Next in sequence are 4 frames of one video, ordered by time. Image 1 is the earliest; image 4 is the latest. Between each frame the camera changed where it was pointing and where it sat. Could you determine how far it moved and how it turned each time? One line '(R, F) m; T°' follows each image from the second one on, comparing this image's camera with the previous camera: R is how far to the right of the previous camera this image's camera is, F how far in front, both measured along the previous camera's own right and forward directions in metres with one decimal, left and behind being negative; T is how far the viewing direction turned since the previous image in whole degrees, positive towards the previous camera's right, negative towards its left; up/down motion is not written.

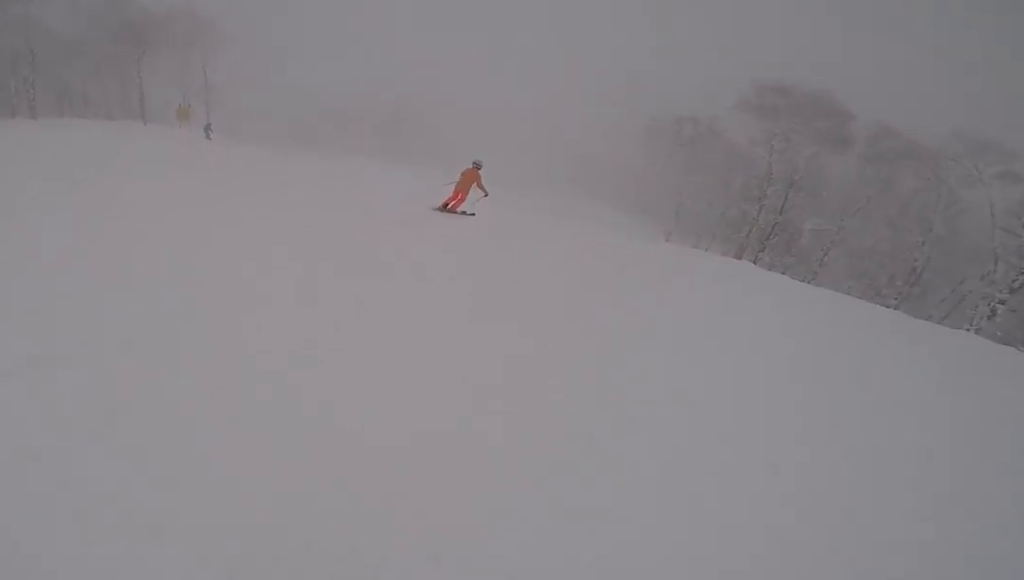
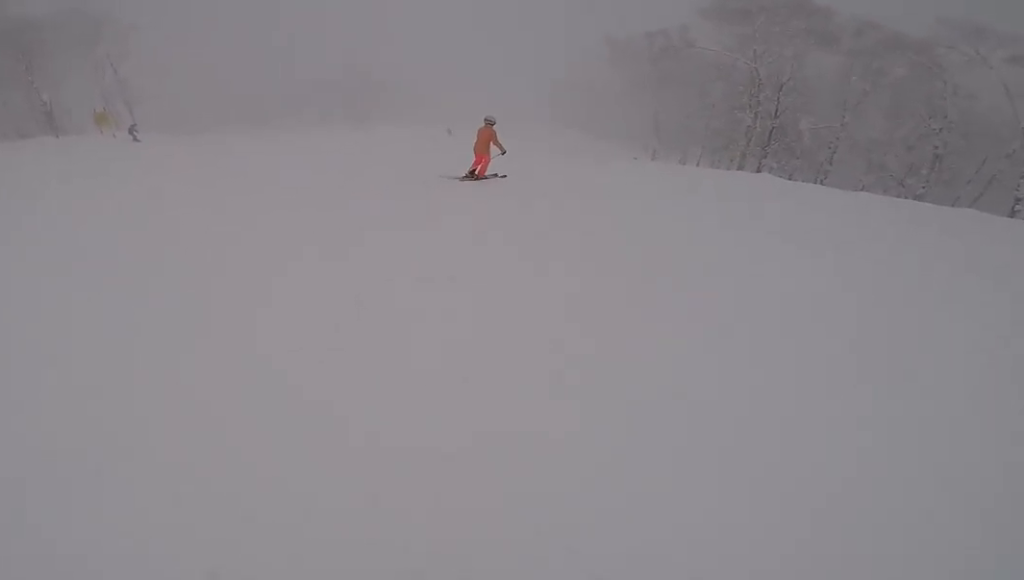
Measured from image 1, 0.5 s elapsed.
(-0.1, +3.3) m; -2°
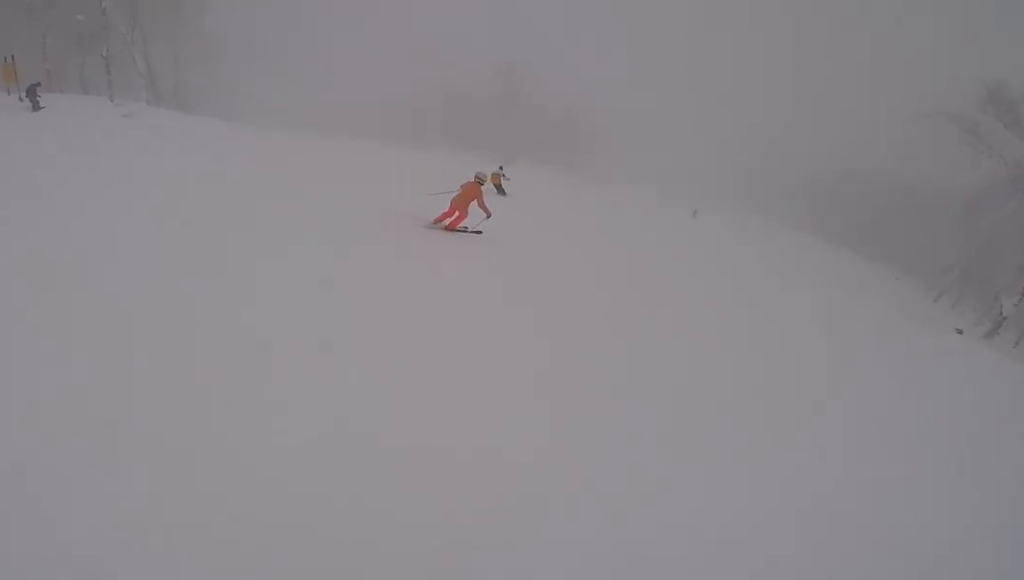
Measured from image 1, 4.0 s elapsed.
(-1.6, +21.0) m; -24°
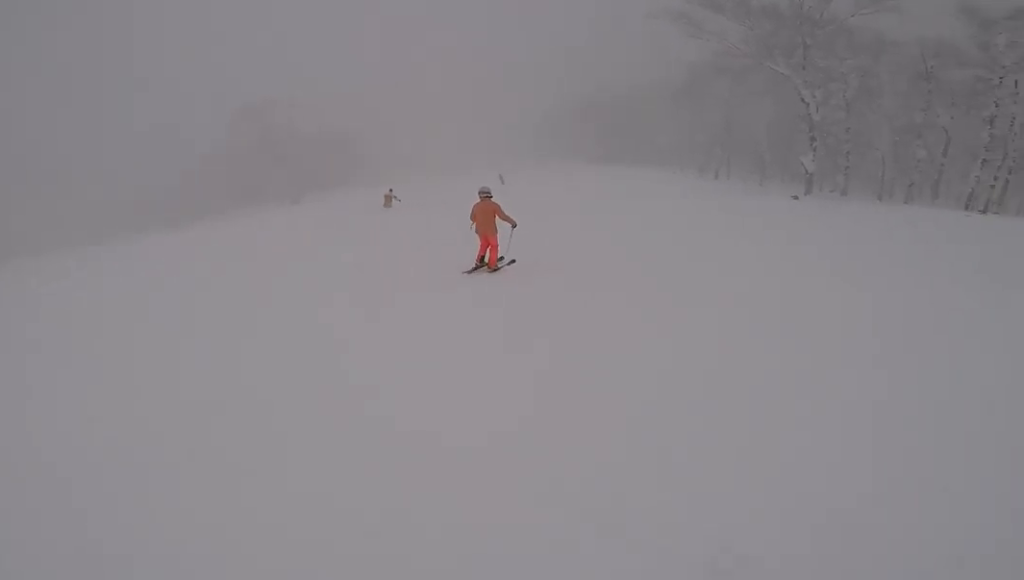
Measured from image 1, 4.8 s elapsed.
(0.0, +5.4) m; +17°
